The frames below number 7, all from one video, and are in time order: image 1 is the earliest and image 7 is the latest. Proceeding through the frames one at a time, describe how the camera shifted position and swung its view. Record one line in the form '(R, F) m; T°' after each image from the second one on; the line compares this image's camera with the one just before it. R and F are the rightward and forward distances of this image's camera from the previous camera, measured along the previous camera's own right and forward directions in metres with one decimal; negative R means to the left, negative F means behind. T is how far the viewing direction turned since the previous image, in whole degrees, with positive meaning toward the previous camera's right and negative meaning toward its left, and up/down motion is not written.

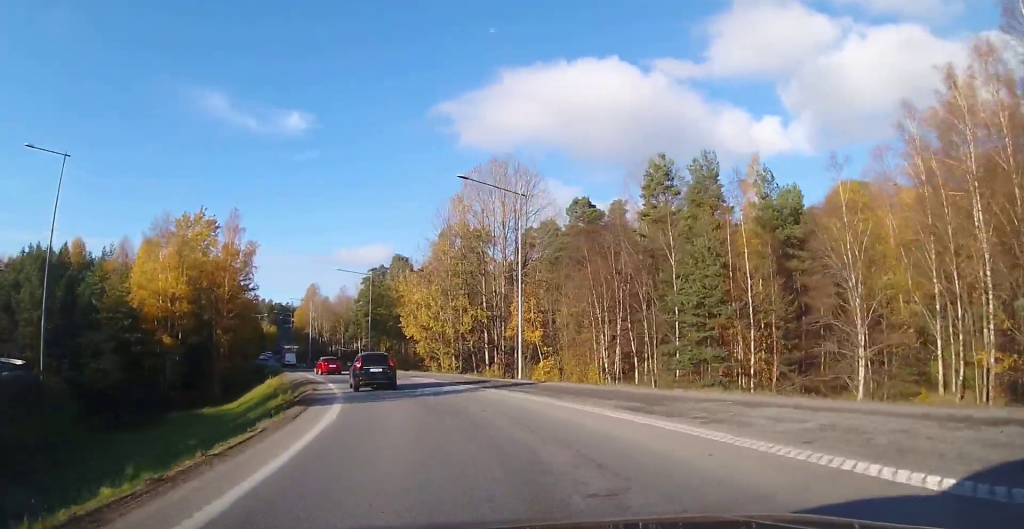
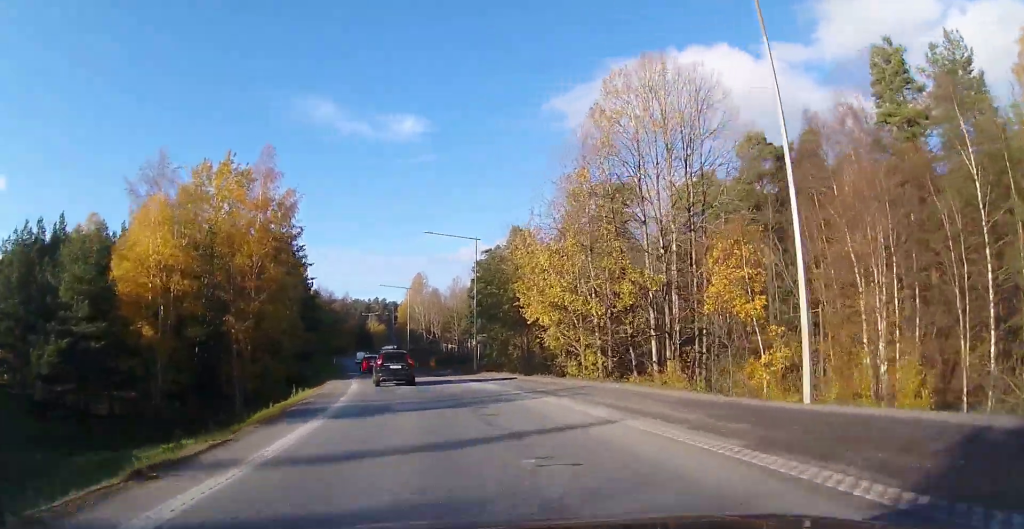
(-1.5, +20.8) m; -10°
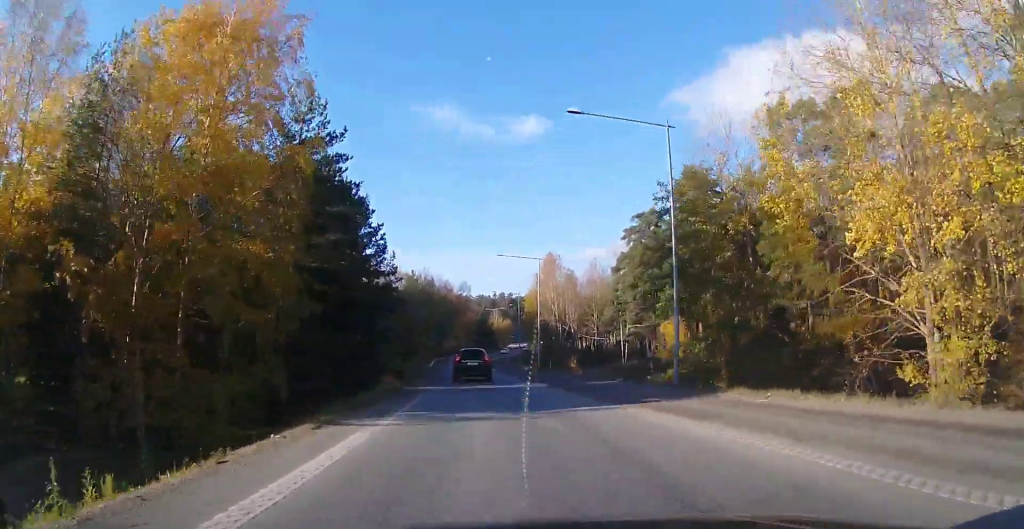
(-3.0, +23.8) m; -10°
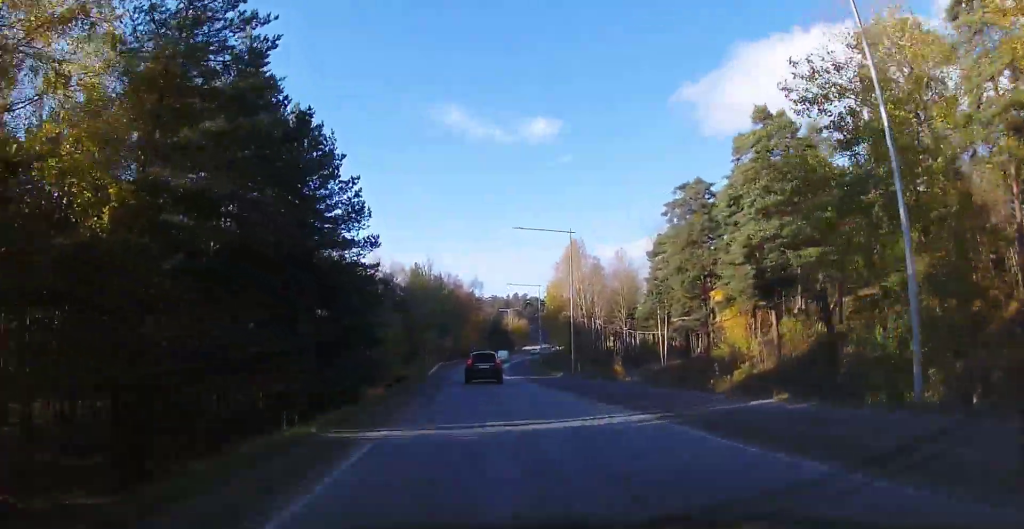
(-0.1, +13.5) m; -2°
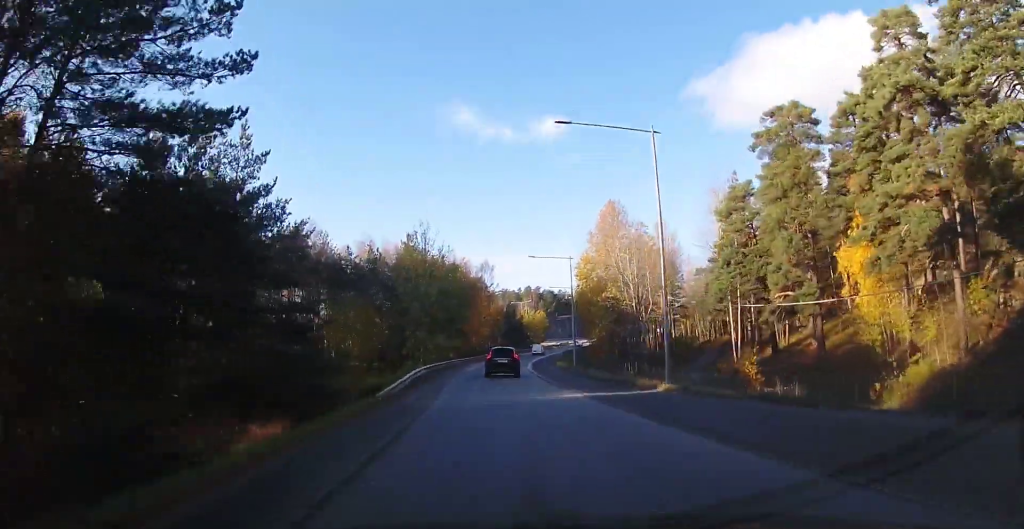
(-0.8, +20.6) m; -2°
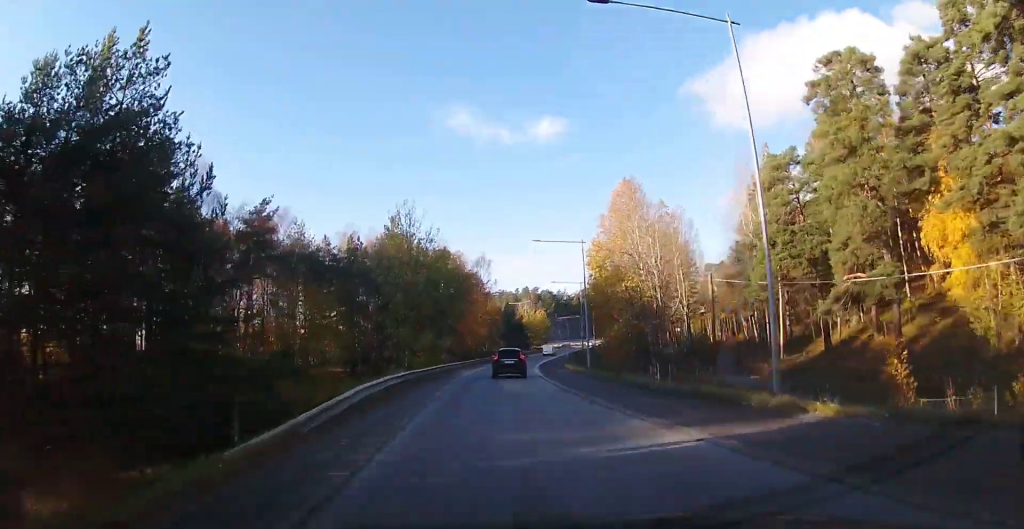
(+0.2, +9.8) m; +1°
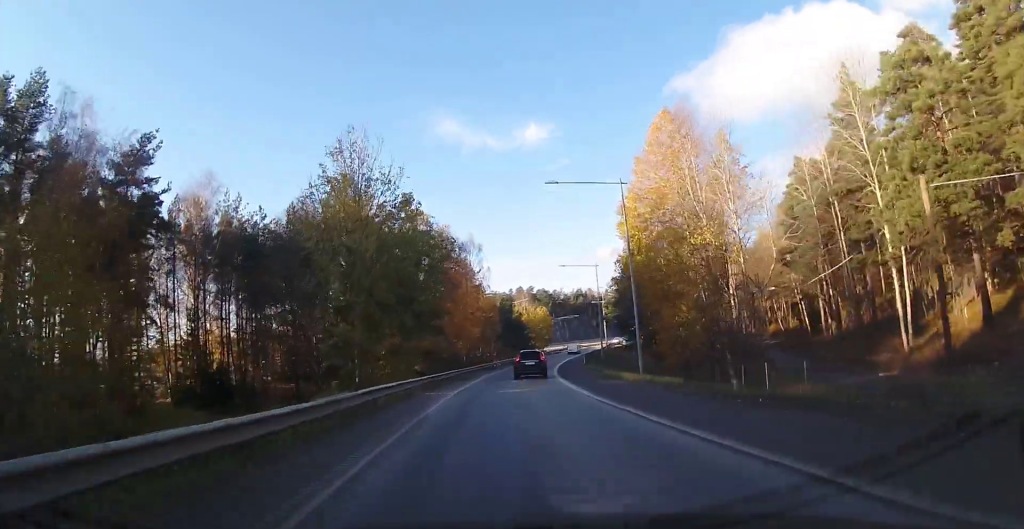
(+0.4, +18.2) m; +1°
